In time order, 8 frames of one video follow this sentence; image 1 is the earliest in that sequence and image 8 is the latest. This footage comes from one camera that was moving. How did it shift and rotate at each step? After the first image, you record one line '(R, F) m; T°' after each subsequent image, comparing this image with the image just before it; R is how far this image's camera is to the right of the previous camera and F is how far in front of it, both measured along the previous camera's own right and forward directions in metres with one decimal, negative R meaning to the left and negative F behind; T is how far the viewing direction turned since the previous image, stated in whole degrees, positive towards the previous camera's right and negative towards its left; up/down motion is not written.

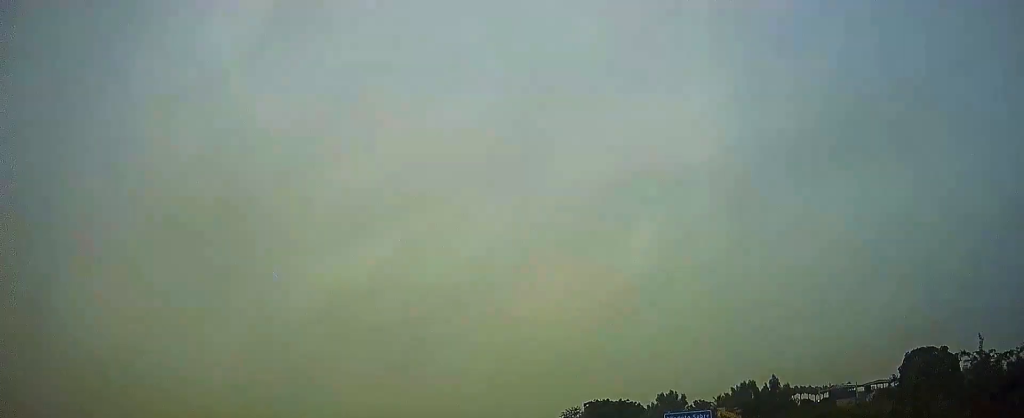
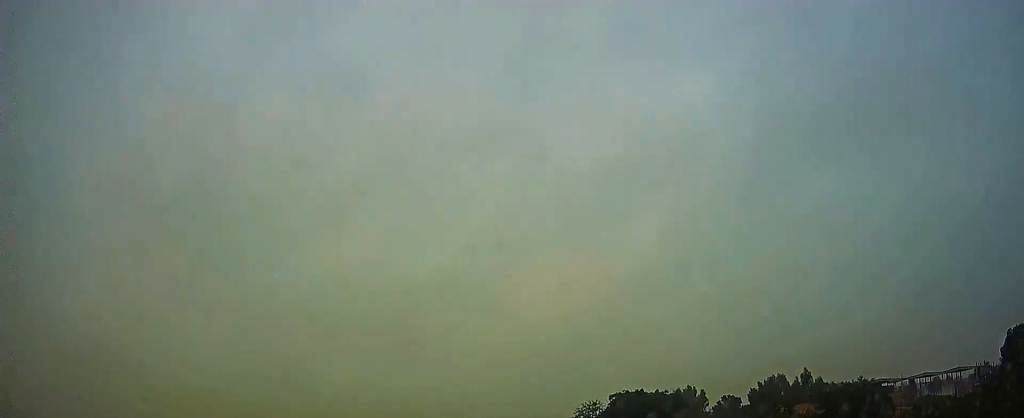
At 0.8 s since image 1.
(+0.3, +26.6) m; 0°
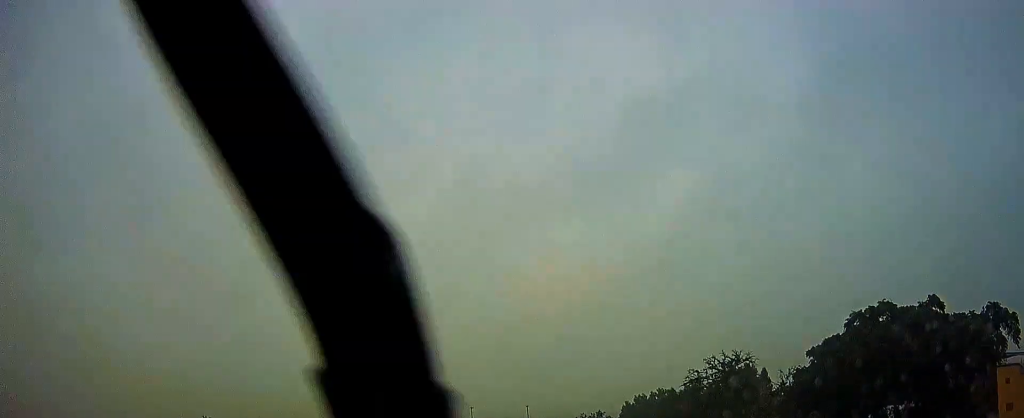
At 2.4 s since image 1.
(-0.3, +52.3) m; -1°
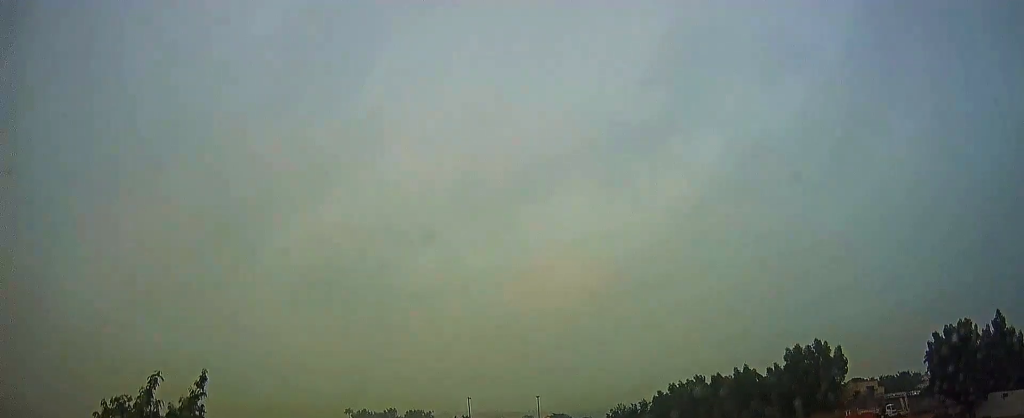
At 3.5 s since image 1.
(-0.3, +36.9) m; 0°
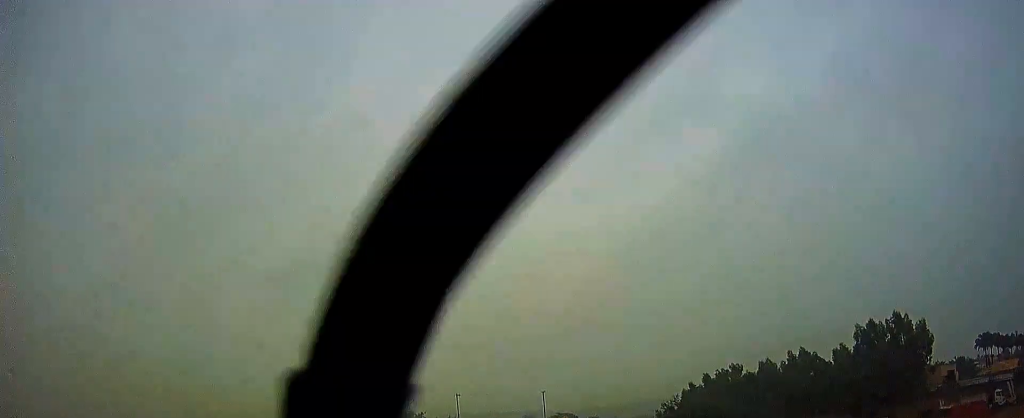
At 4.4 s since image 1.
(0.0, +30.4) m; 0°
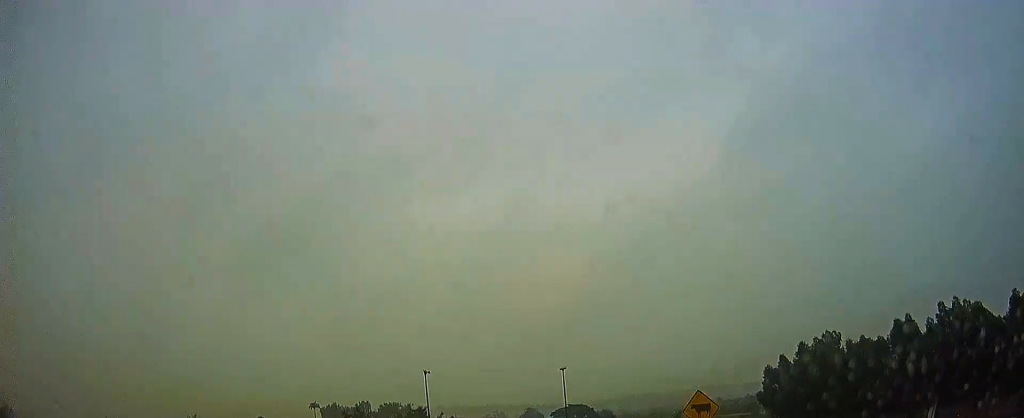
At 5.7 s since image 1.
(+0.3, +46.5) m; +1°
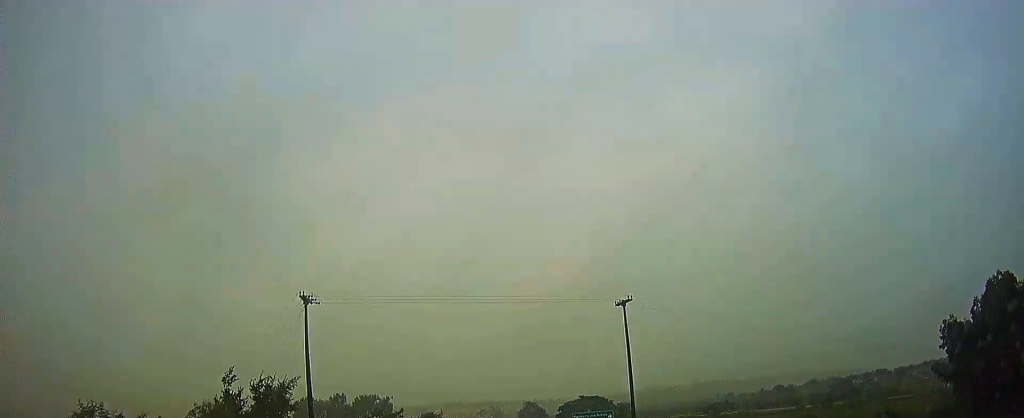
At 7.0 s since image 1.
(+0.3, +44.8) m; 0°
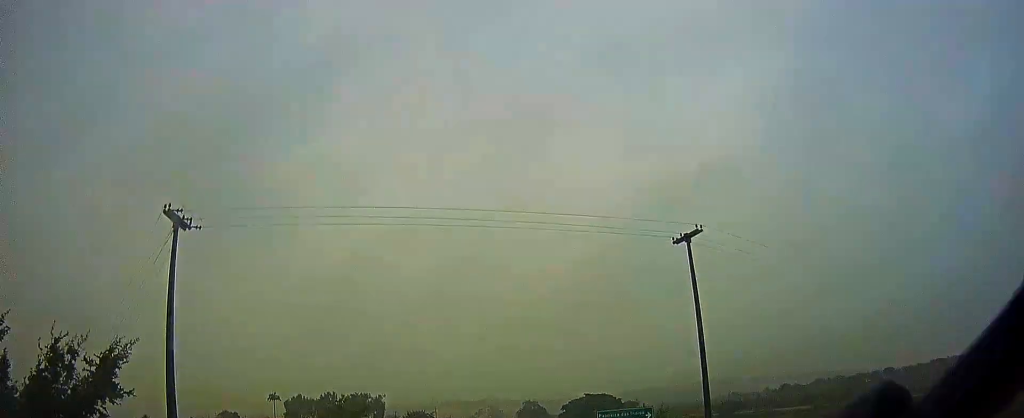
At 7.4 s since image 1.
(-0.1, +14.0) m; 0°
